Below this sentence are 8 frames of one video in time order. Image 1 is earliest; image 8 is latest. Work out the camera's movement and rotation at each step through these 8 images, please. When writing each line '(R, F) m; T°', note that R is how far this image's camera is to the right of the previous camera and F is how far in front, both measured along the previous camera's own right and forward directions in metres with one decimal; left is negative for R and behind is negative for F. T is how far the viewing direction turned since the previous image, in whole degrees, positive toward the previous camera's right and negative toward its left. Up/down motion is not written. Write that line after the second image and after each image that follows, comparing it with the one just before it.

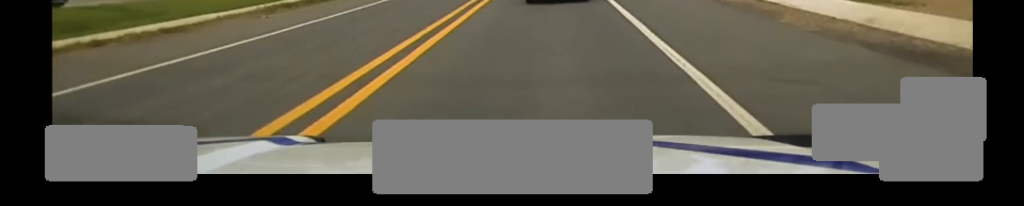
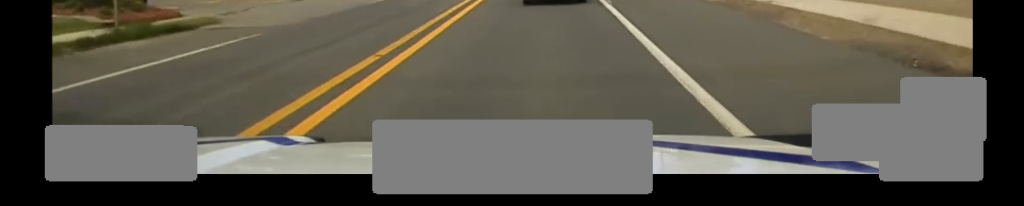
(-0.7, +22.7) m; -2°
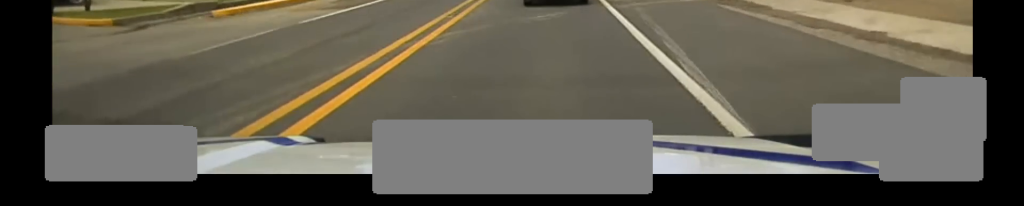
(+0.3, +13.5) m; +2°
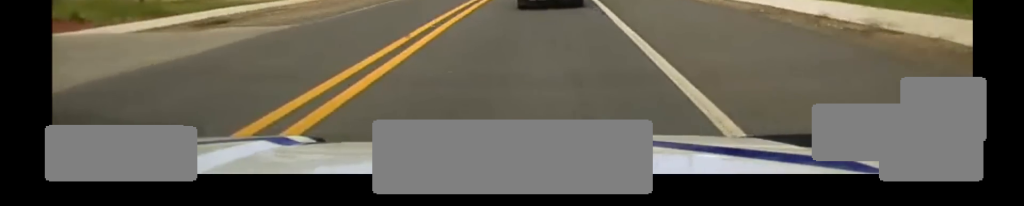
(+0.6, +30.2) m; +1°
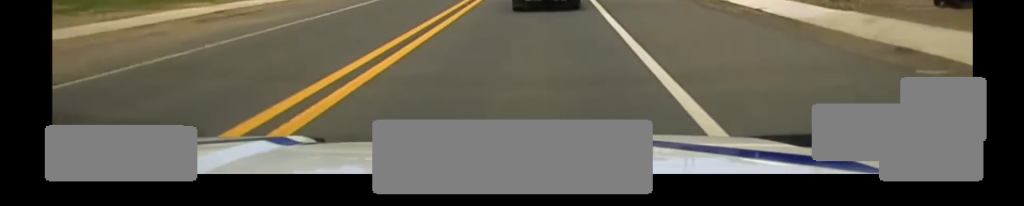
(-0.2, +21.3) m; -1°
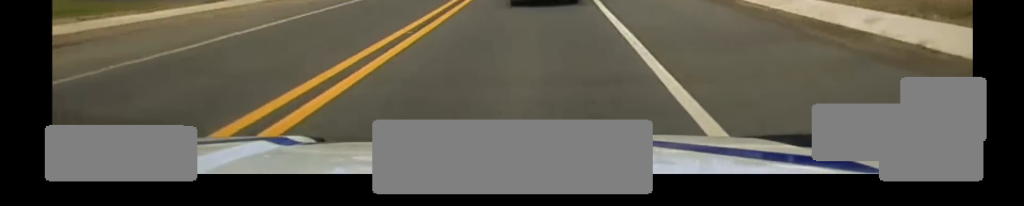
(0.0, +8.7) m; 0°
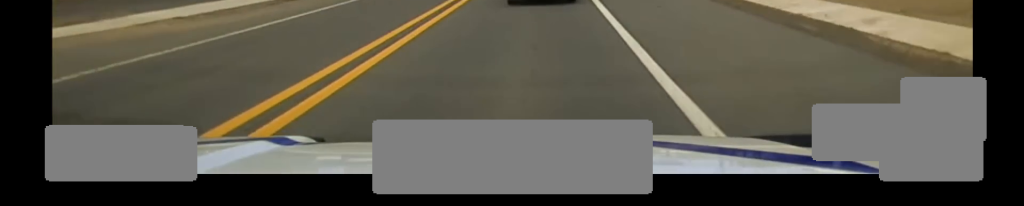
(0.0, +8.4) m; 0°
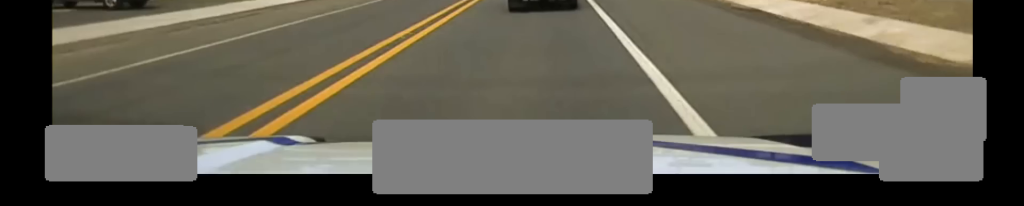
(0.0, +17.9) m; 0°
